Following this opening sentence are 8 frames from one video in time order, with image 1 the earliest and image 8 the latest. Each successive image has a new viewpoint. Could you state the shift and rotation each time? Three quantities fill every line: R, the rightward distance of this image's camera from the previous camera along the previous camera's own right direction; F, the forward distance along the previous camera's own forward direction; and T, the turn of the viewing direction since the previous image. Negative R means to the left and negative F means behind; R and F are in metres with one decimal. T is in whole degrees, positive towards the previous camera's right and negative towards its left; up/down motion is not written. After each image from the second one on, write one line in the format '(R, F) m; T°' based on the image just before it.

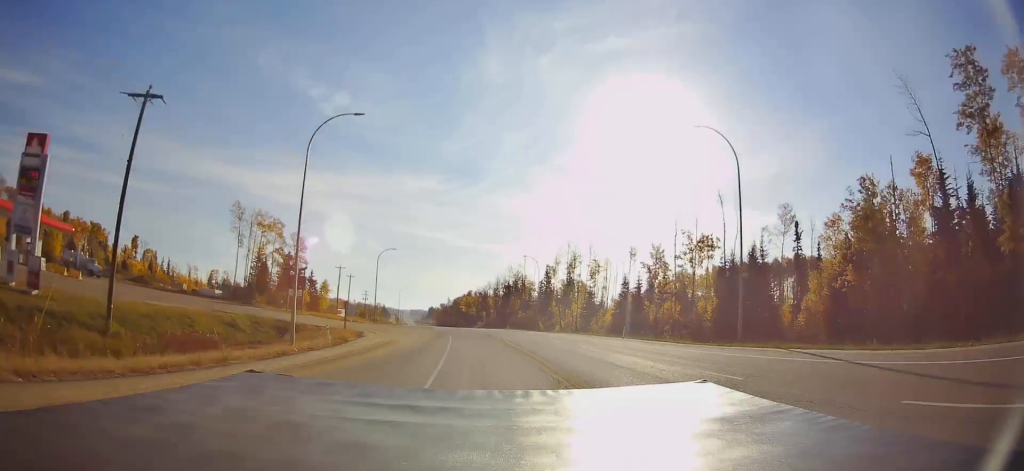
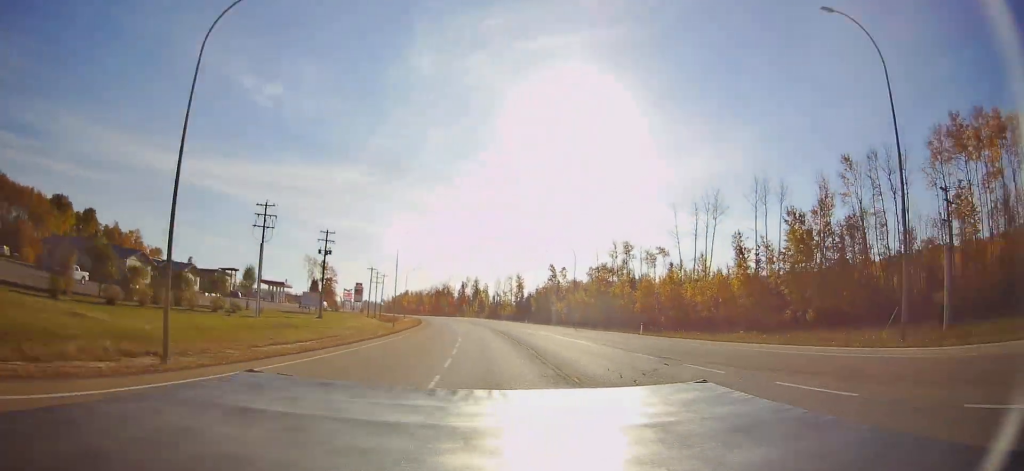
(+8.5, +116.4) m; +9°
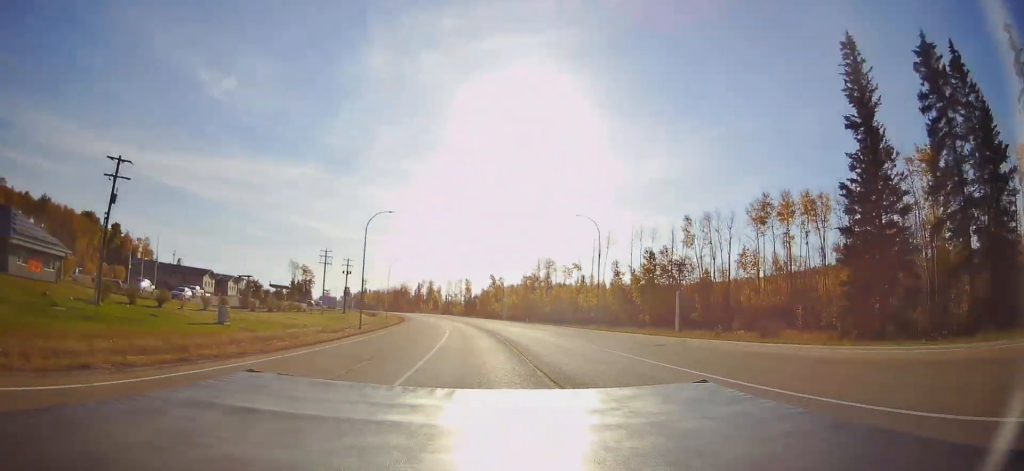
(+2.0, +43.6) m; +4°
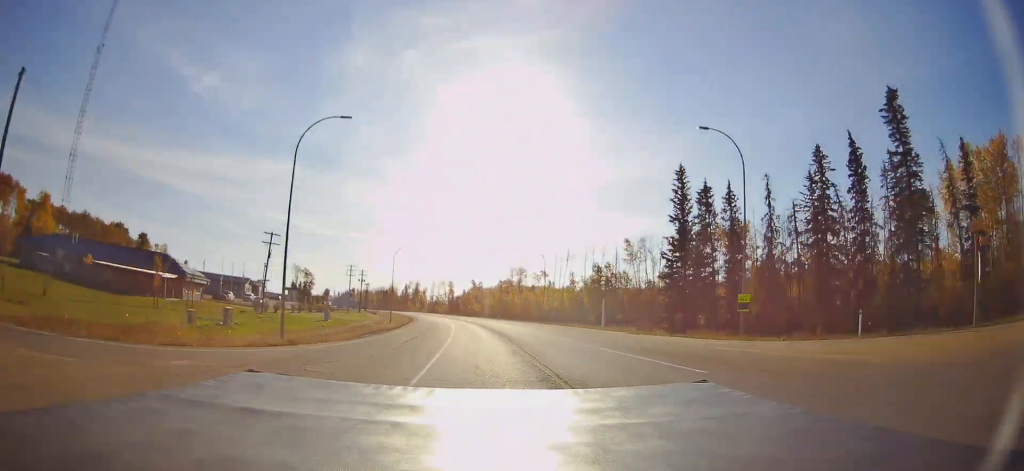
(+0.1, +34.6) m; +3°
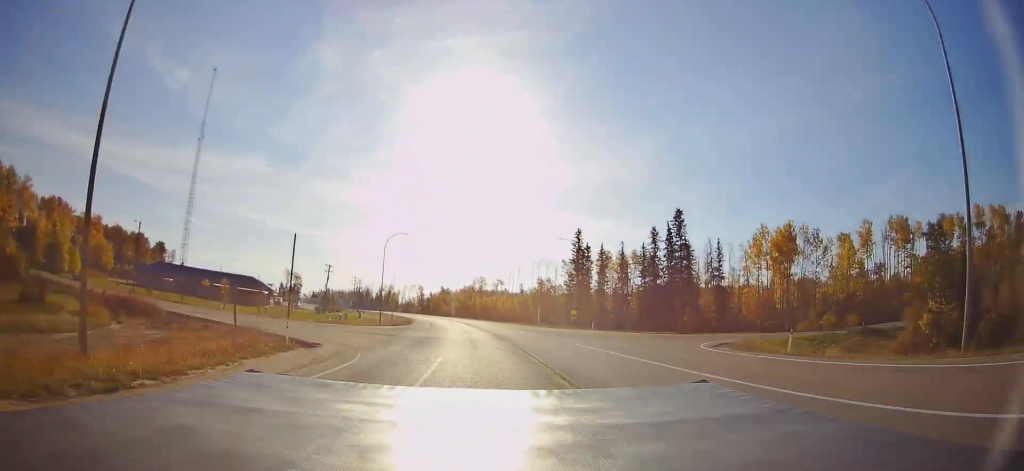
(+2.3, +46.3) m; +4°
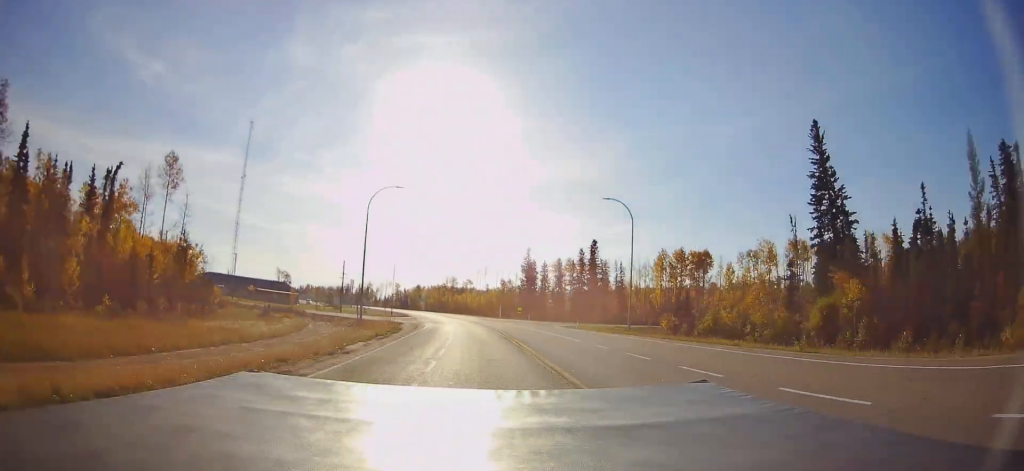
(+0.9, +39.4) m; +3°
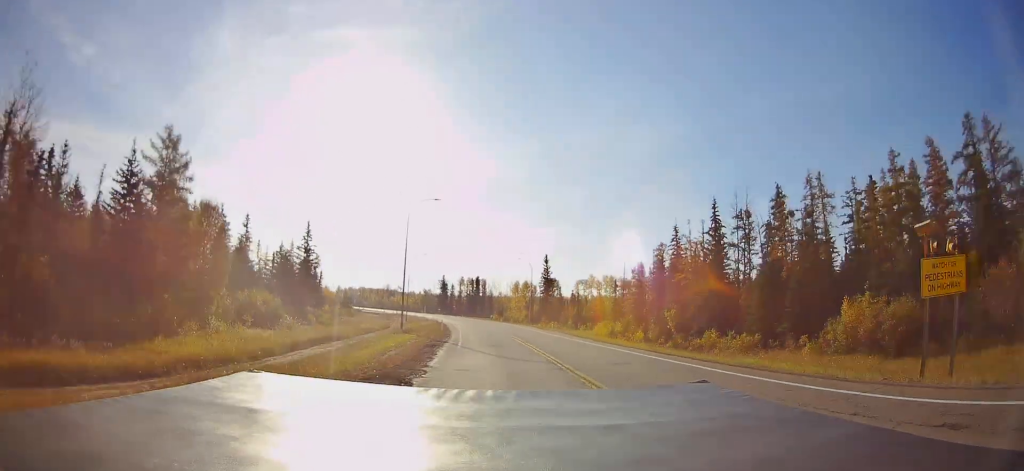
(+10.0, +118.9) m; +10°
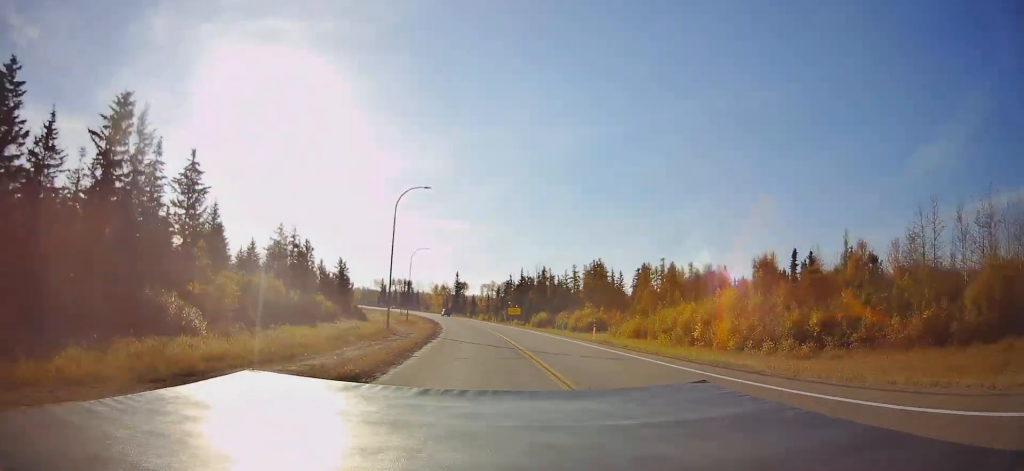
(+6.7, +94.2) m; +8°
